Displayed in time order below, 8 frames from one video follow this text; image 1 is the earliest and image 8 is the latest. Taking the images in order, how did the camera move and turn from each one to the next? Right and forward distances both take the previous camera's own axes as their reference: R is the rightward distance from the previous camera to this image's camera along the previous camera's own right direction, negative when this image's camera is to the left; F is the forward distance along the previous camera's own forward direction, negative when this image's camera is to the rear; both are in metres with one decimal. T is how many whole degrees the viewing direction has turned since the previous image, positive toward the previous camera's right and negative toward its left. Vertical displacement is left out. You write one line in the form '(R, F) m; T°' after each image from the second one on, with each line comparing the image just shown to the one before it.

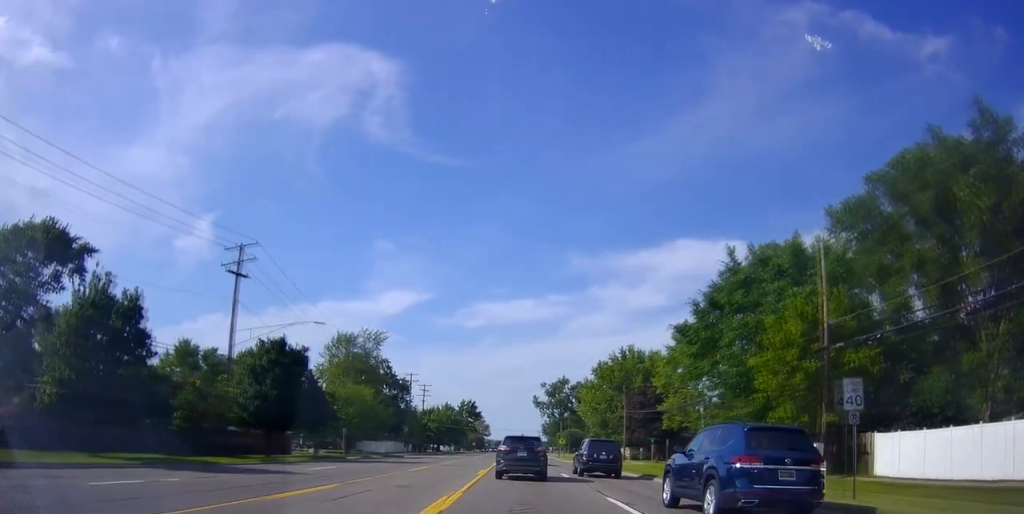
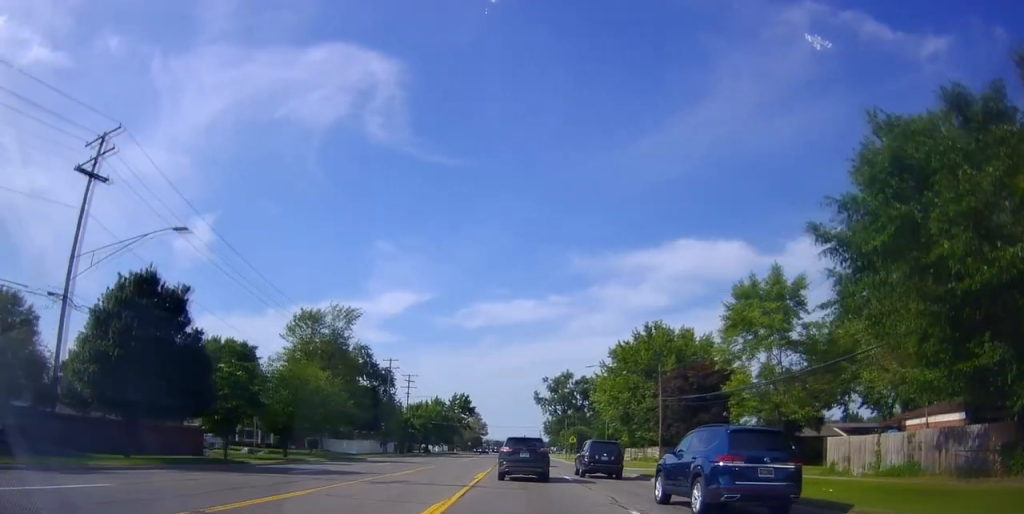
(0.0, +18.9) m; -1°
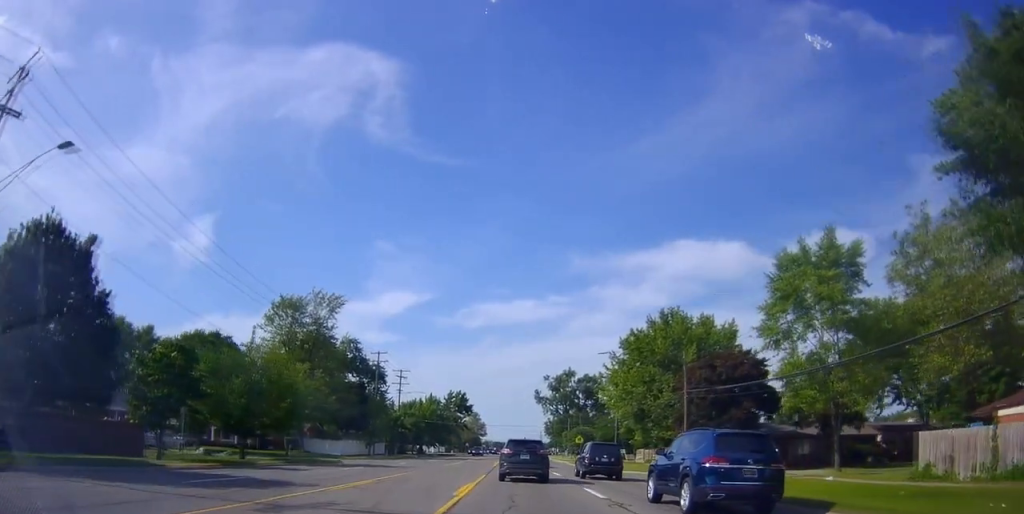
(-0.1, +8.2) m; -1°
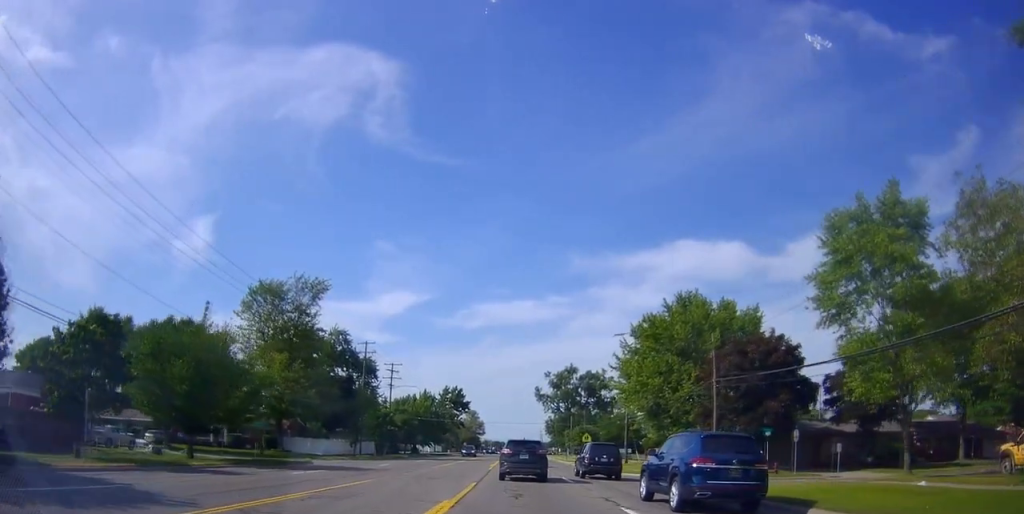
(-0.4, +7.2) m; 0°
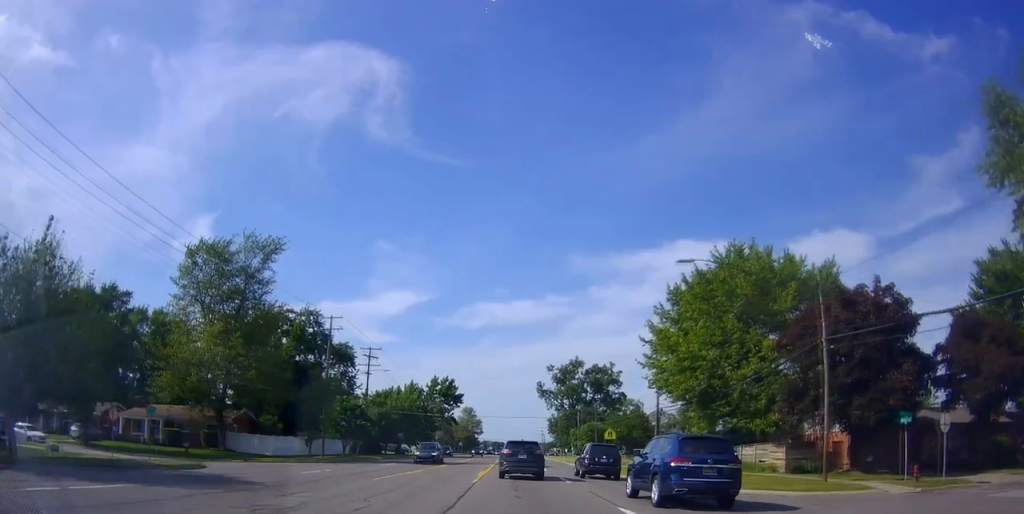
(+0.7, +15.0) m; 0°
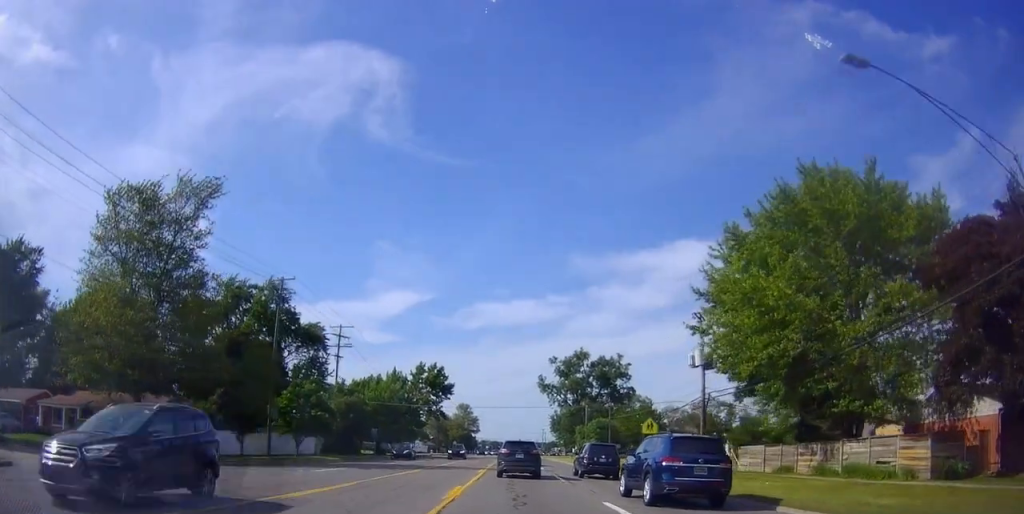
(-0.8, +13.5) m; 0°
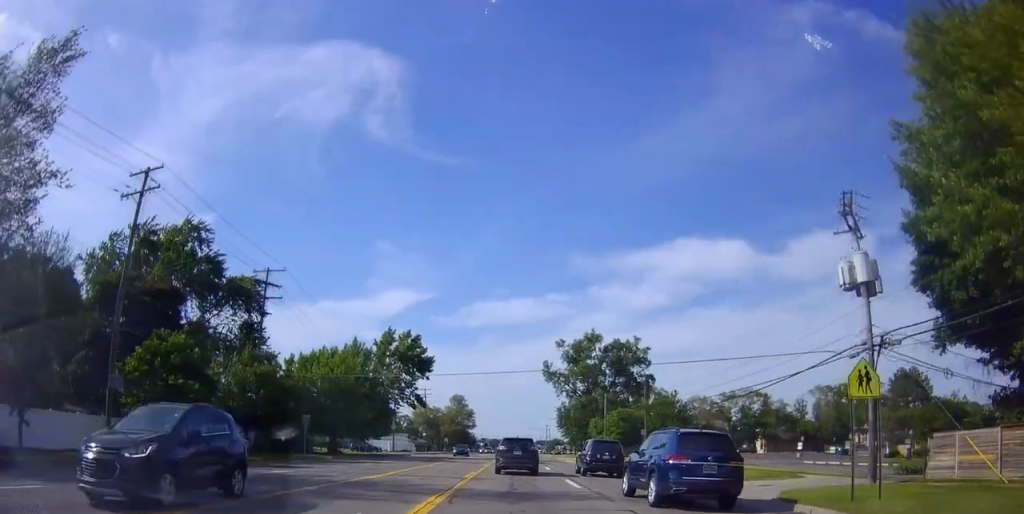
(+0.8, +20.7) m; +2°
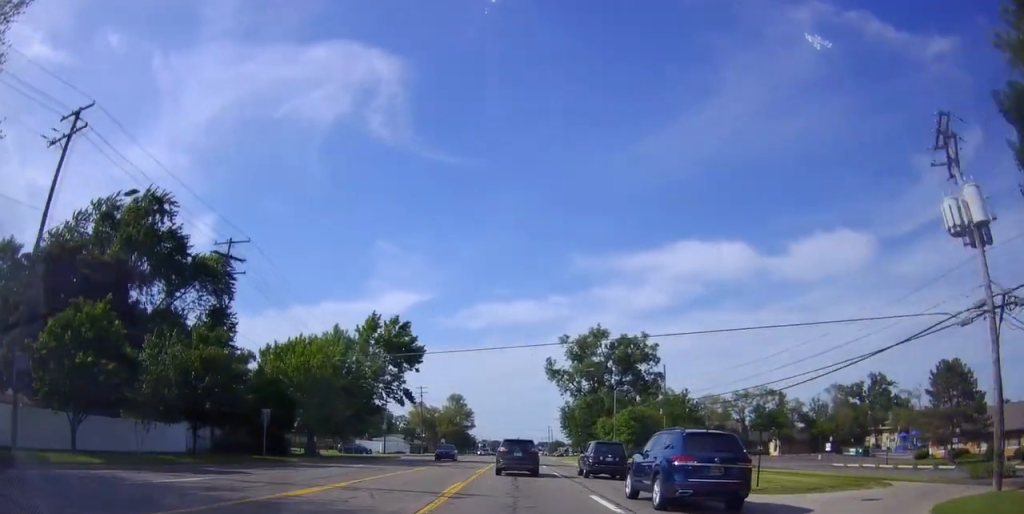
(-0.2, +7.2) m; 0°
